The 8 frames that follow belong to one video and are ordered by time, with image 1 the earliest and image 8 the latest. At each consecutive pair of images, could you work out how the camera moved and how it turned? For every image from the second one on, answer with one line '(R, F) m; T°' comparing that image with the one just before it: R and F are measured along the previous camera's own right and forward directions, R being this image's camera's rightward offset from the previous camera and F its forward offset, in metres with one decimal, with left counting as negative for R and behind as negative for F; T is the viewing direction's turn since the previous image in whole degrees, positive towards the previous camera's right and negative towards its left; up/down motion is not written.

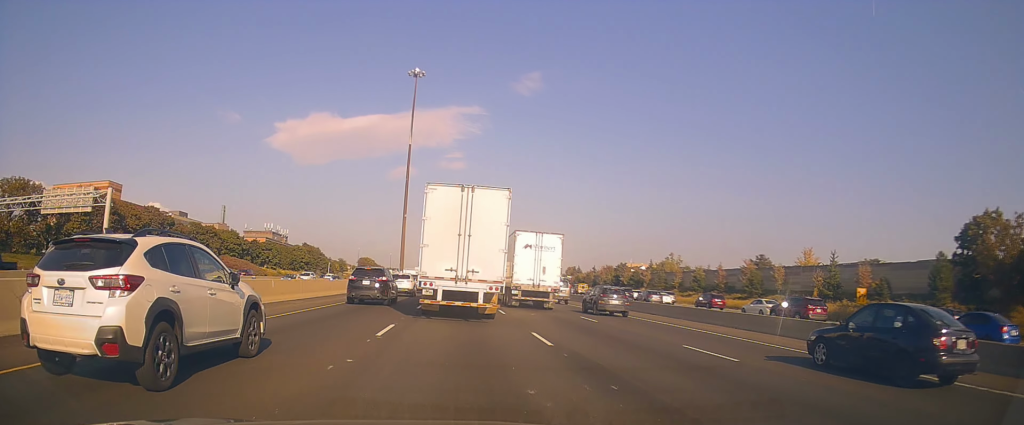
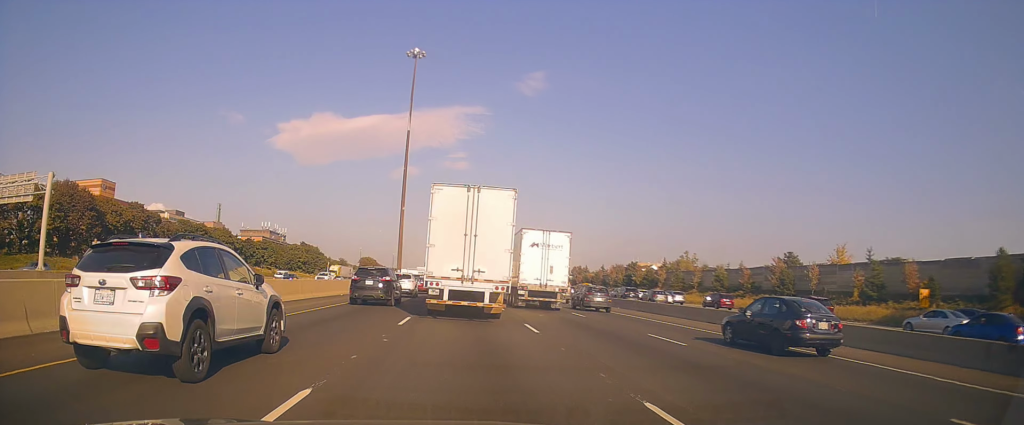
(-0.5, +9.0) m; -2°
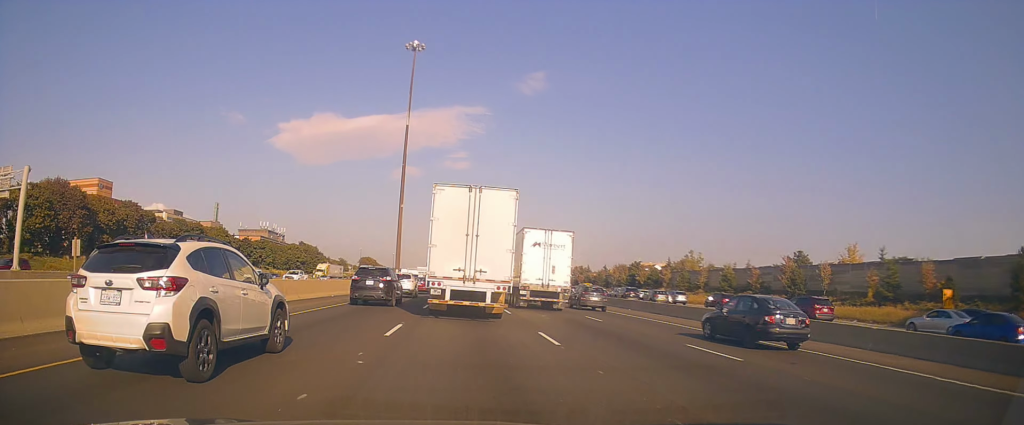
(+0.1, +3.1) m; +1°
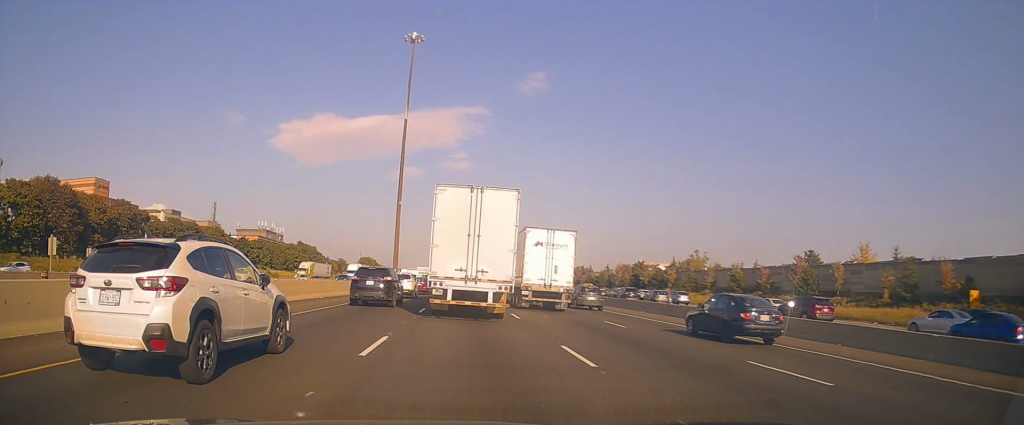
(0.0, +3.3) m; 0°
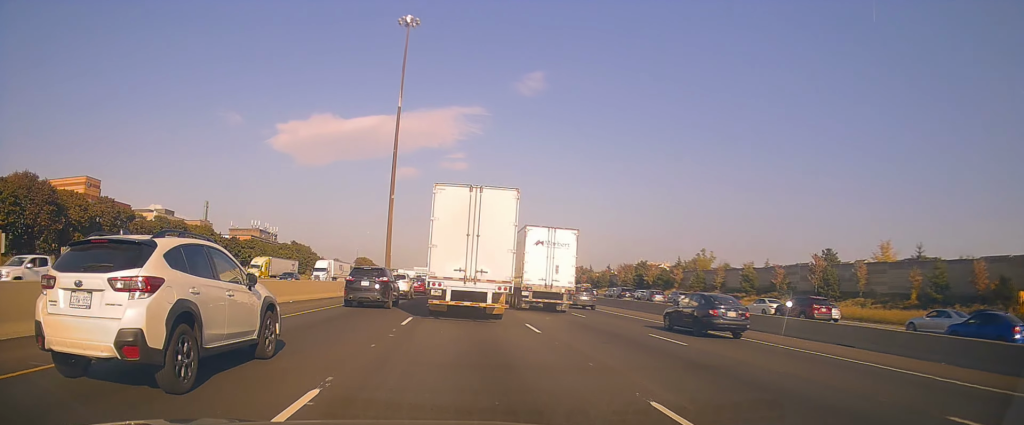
(0.0, +5.8) m; -1°
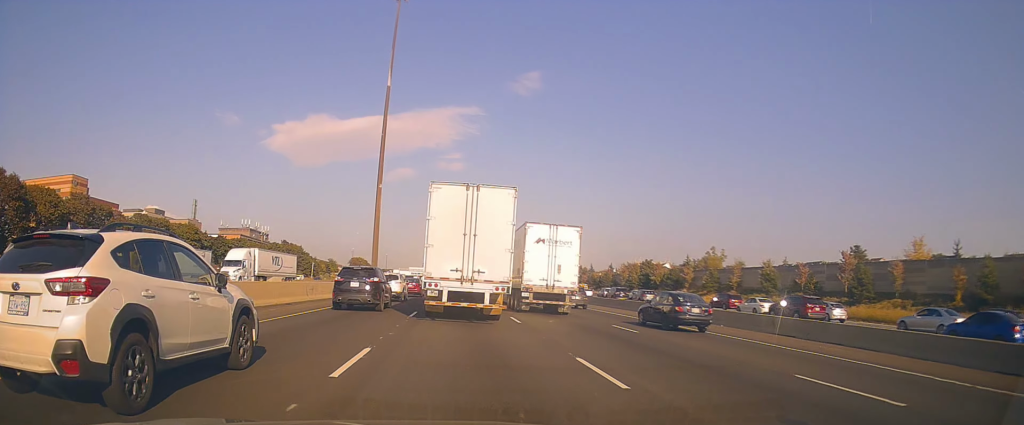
(-0.2, +8.4) m; -1°
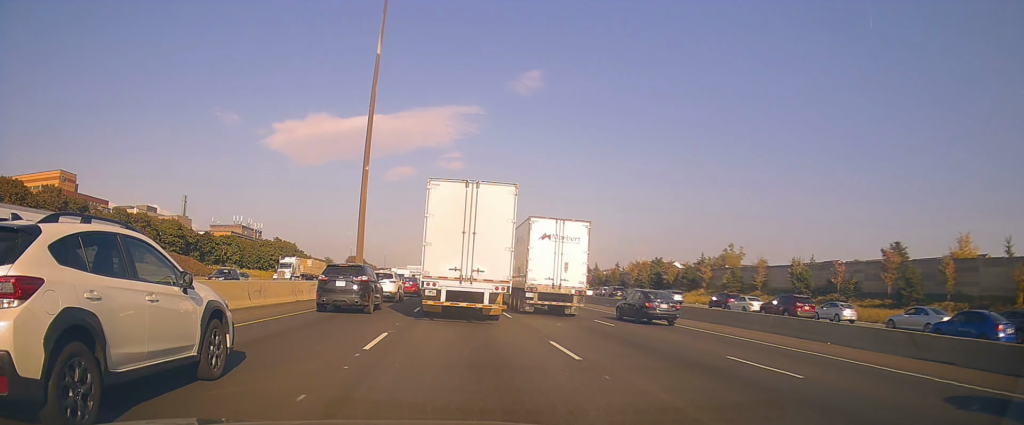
(+0.4, +9.4) m; +3°
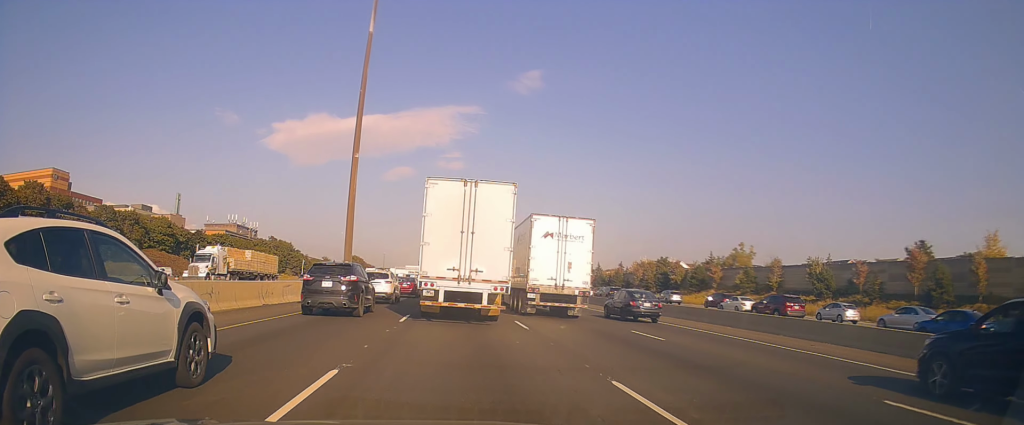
(-0.3, +5.2) m; +1°
